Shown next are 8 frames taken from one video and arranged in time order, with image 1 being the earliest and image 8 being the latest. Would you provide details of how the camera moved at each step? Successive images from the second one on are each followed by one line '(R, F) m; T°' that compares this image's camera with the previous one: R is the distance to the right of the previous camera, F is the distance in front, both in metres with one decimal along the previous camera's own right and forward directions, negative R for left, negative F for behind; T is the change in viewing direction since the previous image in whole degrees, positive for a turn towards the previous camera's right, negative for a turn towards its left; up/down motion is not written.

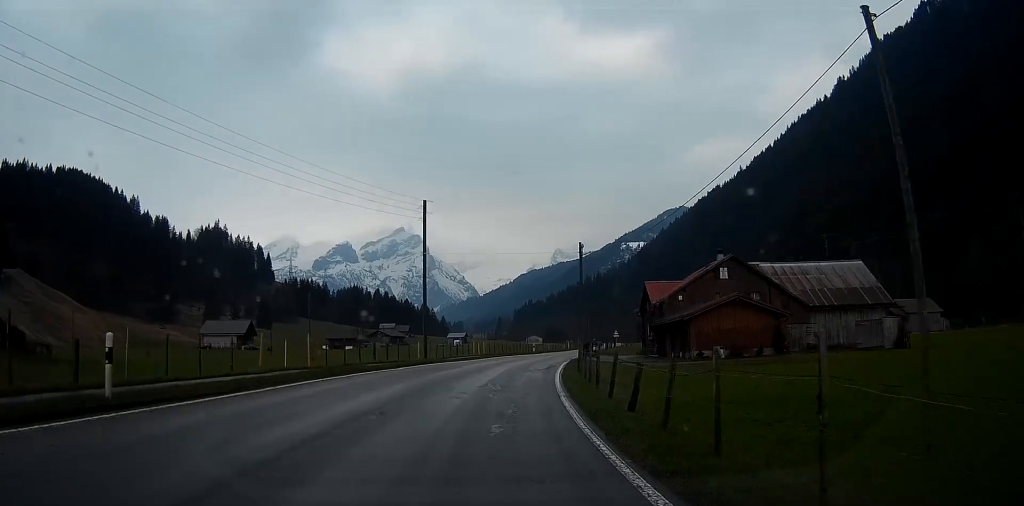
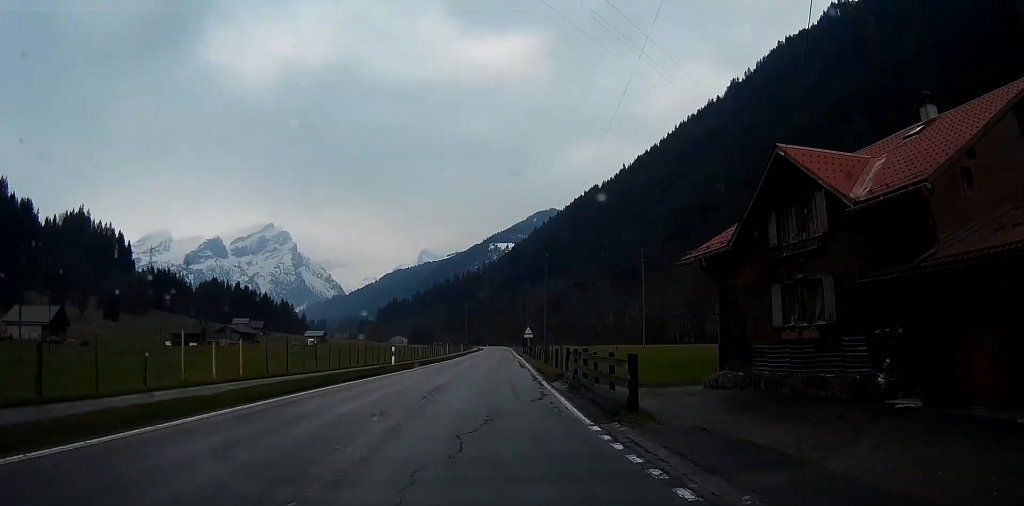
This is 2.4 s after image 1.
(+4.3, +44.2) m; +11°
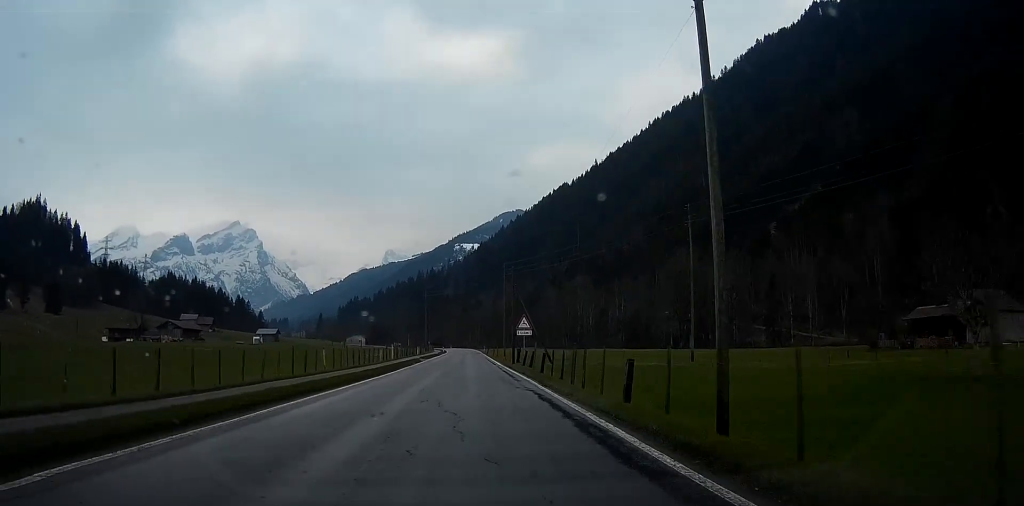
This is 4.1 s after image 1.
(+1.4, +32.3) m; +3°
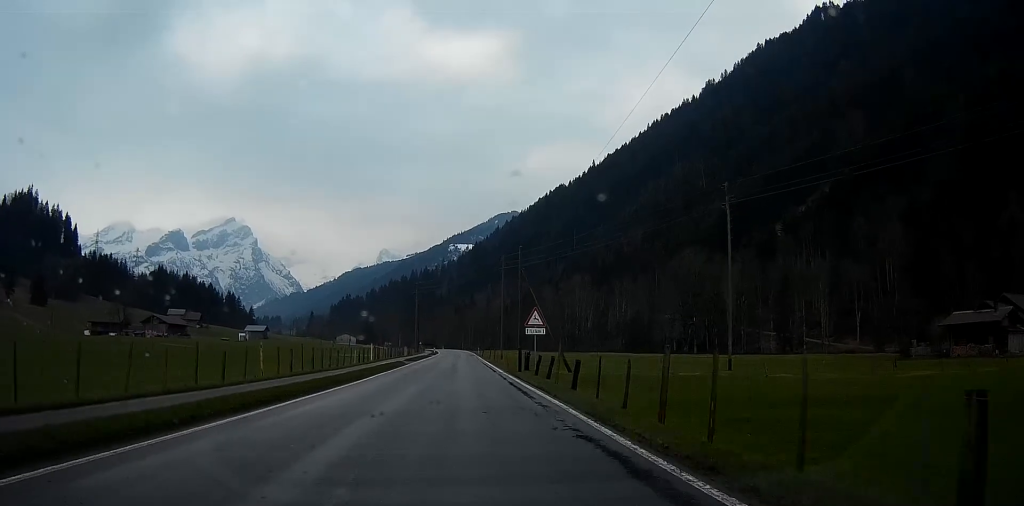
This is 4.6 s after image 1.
(0.0, +10.2) m; 0°
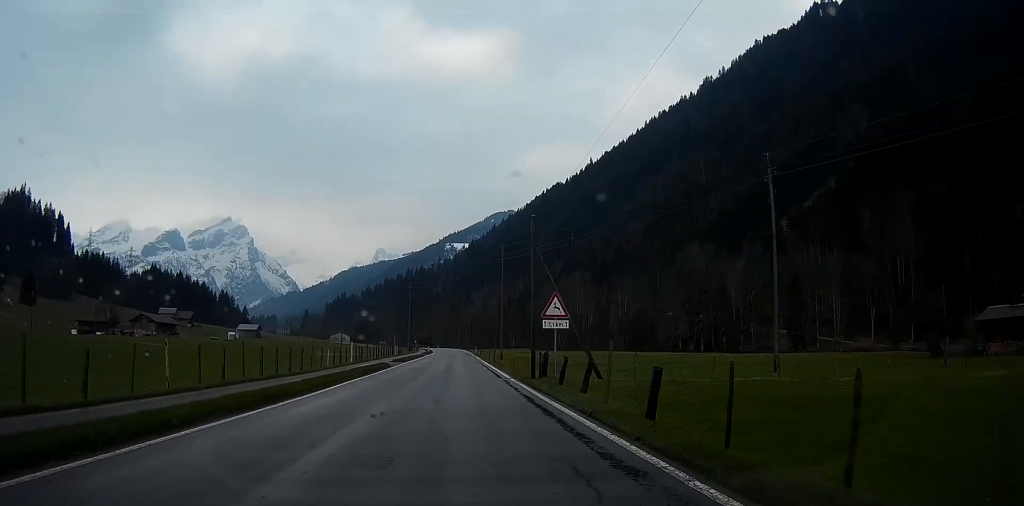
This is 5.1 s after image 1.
(0.0, +8.3) m; 0°
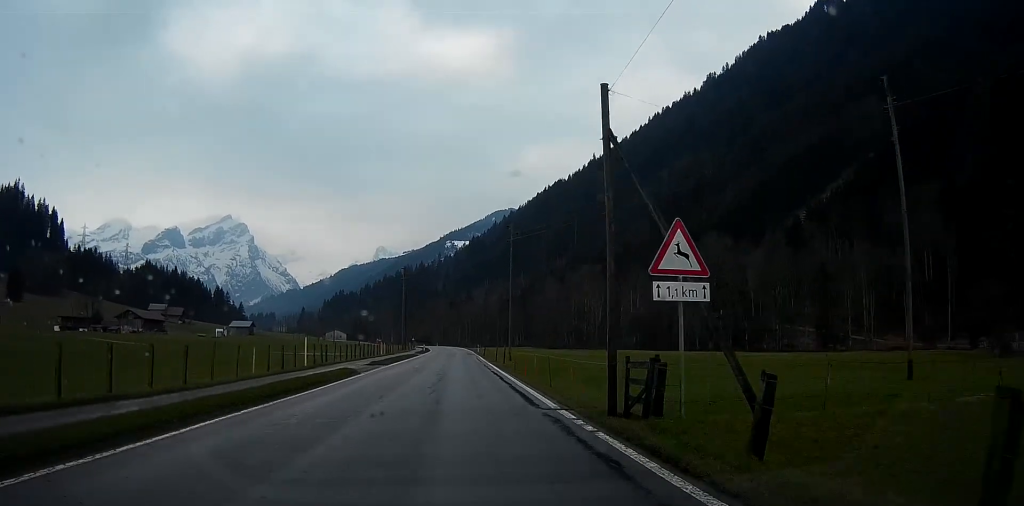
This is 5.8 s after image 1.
(0.0, +14.1) m; 0°
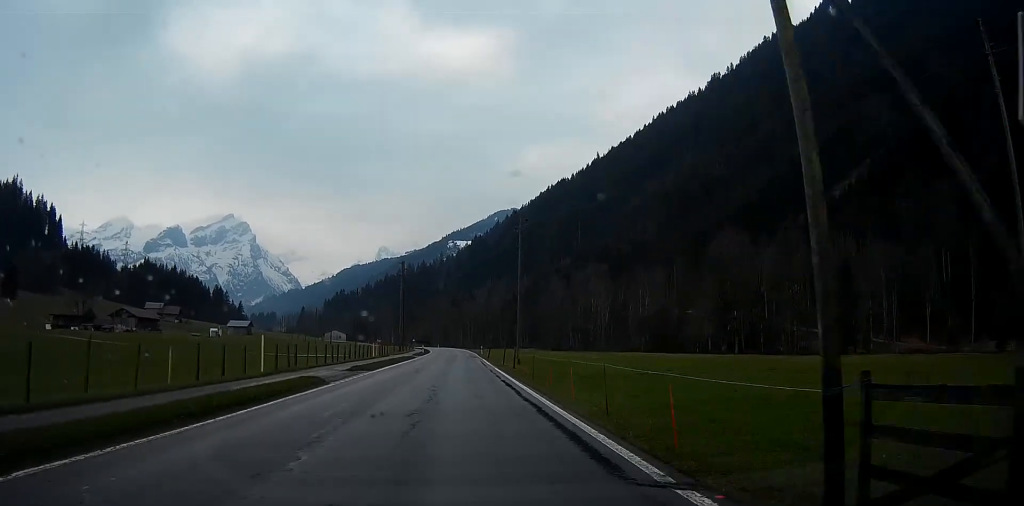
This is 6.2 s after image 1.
(0.0, +7.7) m; 0°
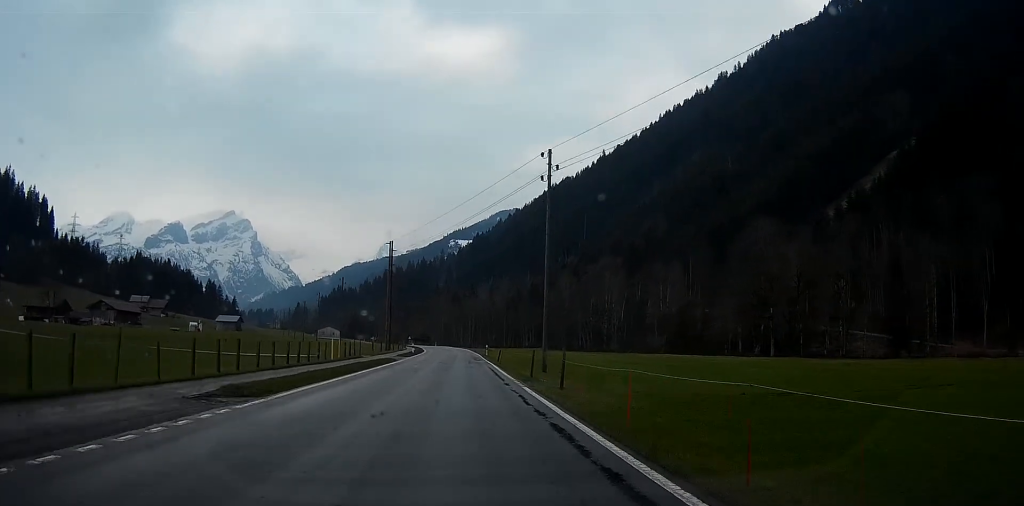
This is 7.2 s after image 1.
(-0.2, +19.4) m; -1°
